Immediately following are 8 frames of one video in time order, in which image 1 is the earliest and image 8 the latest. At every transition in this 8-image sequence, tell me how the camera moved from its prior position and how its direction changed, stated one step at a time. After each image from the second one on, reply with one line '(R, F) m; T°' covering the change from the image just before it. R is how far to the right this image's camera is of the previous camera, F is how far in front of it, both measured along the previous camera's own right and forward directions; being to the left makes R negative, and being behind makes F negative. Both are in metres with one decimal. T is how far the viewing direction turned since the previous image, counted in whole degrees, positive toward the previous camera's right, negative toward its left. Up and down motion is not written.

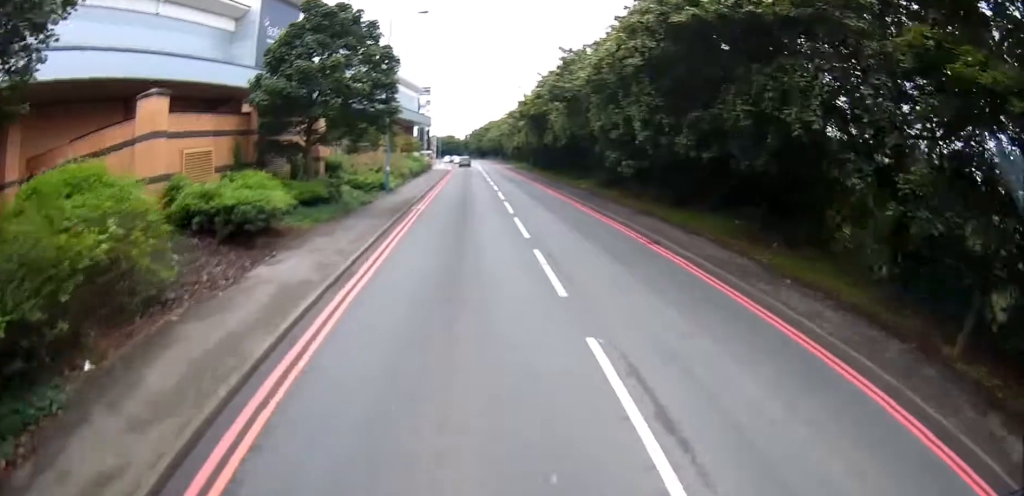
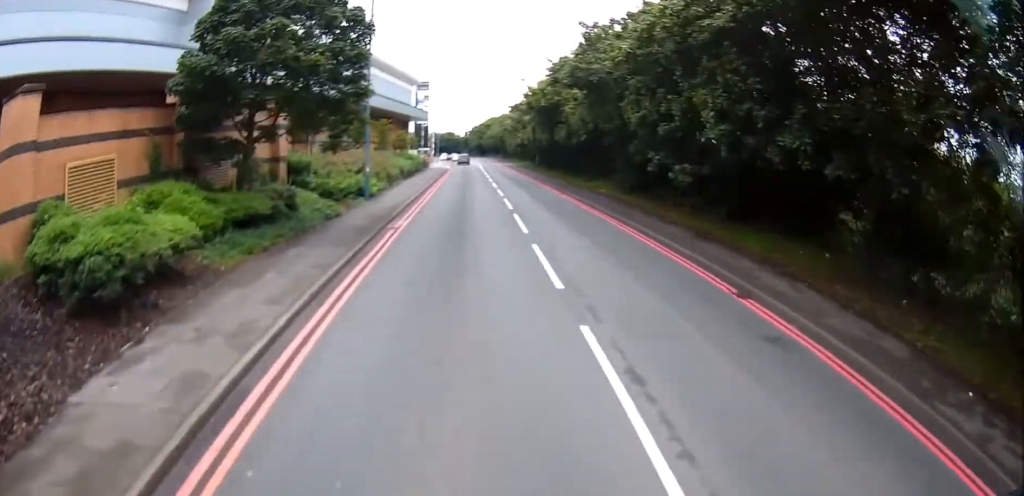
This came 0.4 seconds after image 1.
(0.0, +5.6) m; 0°
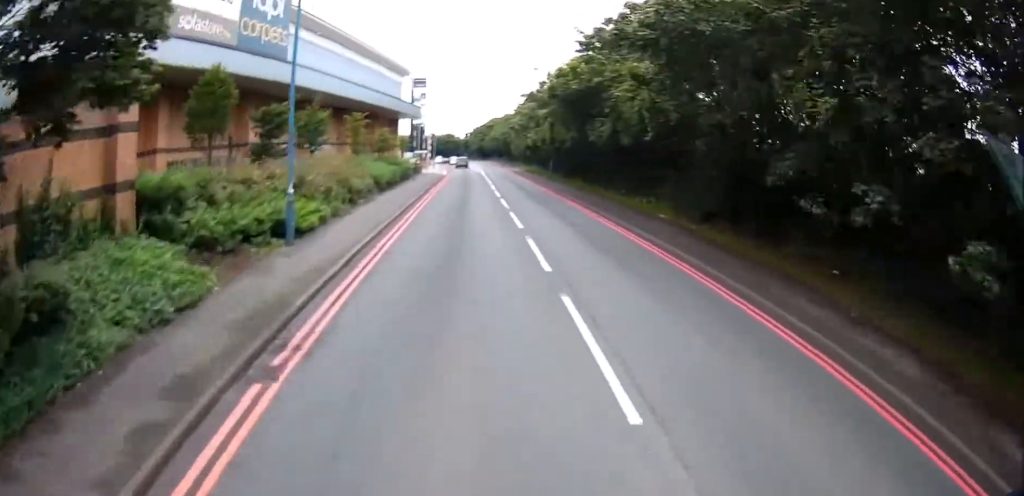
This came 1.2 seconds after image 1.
(0.0, +10.3) m; 0°
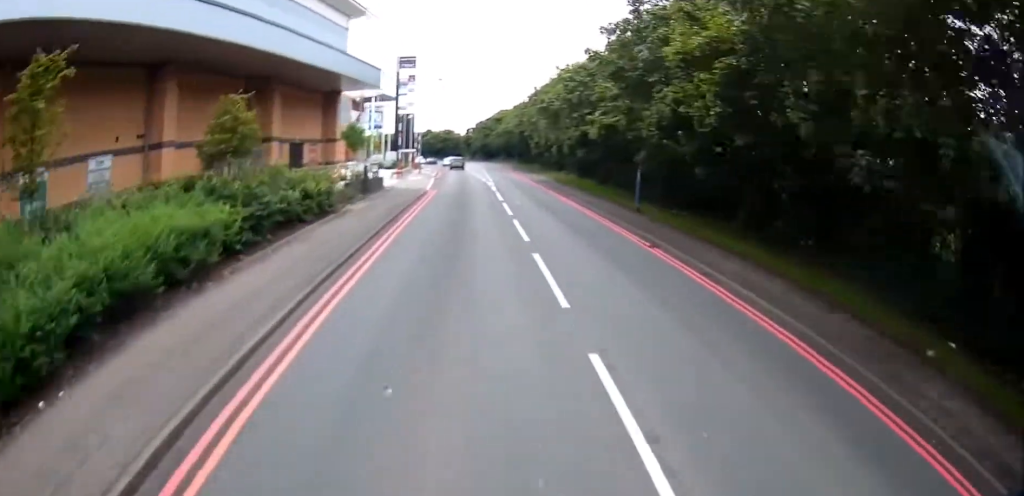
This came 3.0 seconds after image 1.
(0.0, +26.3) m; -1°
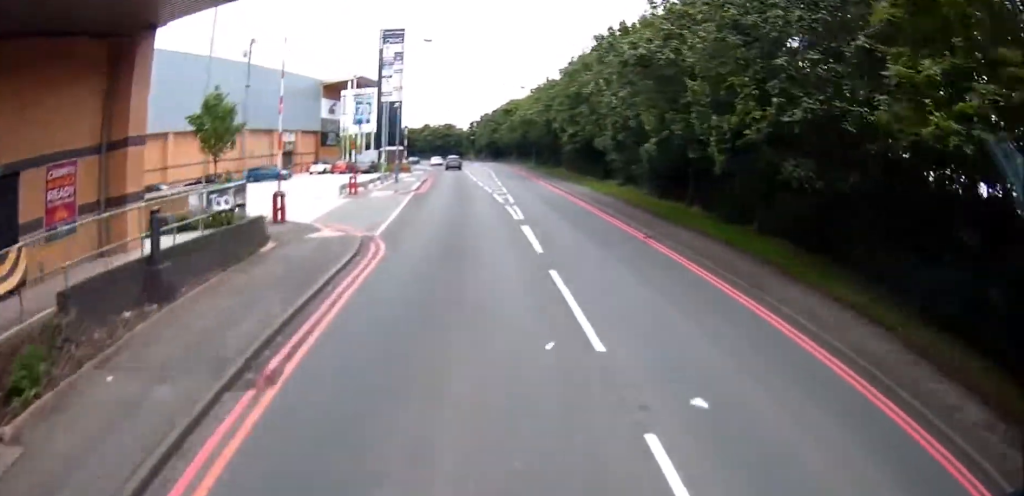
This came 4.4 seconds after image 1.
(-0.5, +19.8) m; -2°
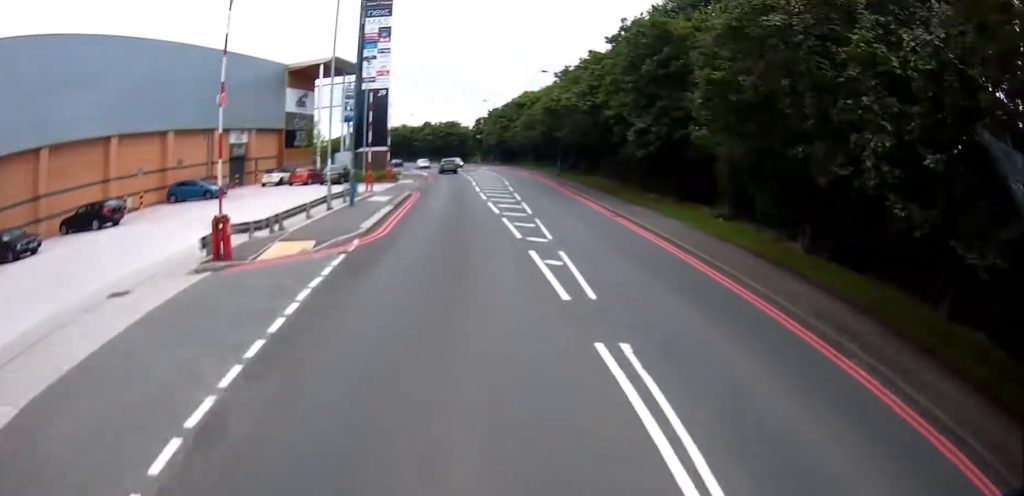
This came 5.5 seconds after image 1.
(0.0, +15.8) m; -1°
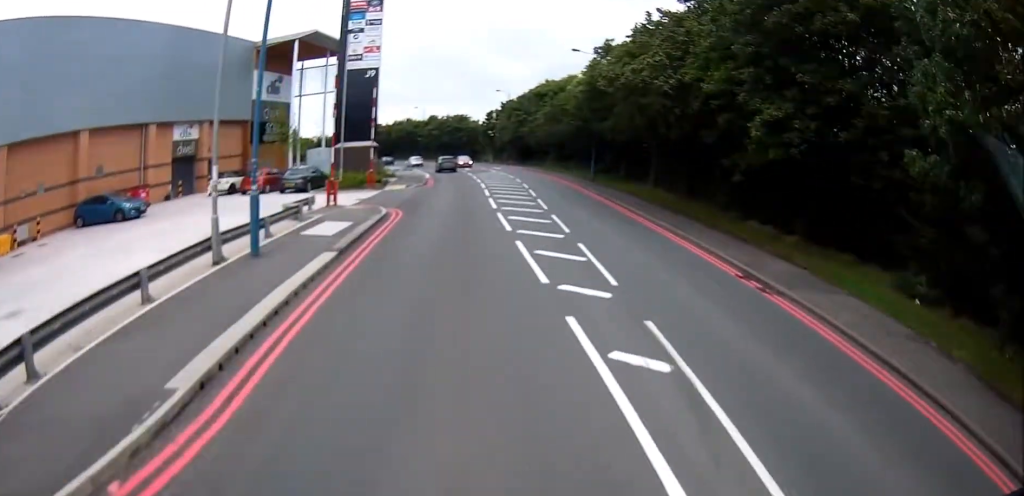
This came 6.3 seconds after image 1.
(0.0, +11.3) m; -2°
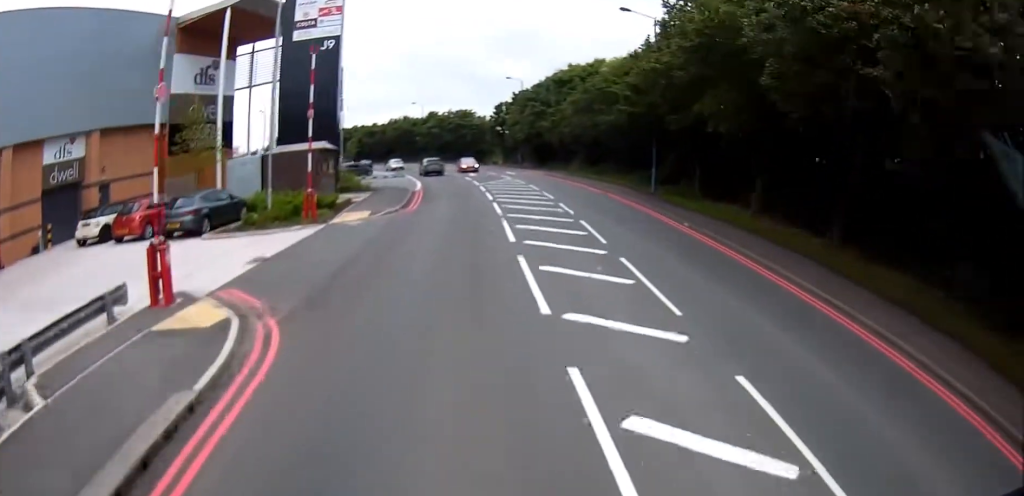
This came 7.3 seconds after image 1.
(-0.5, +13.5) m; -2°
